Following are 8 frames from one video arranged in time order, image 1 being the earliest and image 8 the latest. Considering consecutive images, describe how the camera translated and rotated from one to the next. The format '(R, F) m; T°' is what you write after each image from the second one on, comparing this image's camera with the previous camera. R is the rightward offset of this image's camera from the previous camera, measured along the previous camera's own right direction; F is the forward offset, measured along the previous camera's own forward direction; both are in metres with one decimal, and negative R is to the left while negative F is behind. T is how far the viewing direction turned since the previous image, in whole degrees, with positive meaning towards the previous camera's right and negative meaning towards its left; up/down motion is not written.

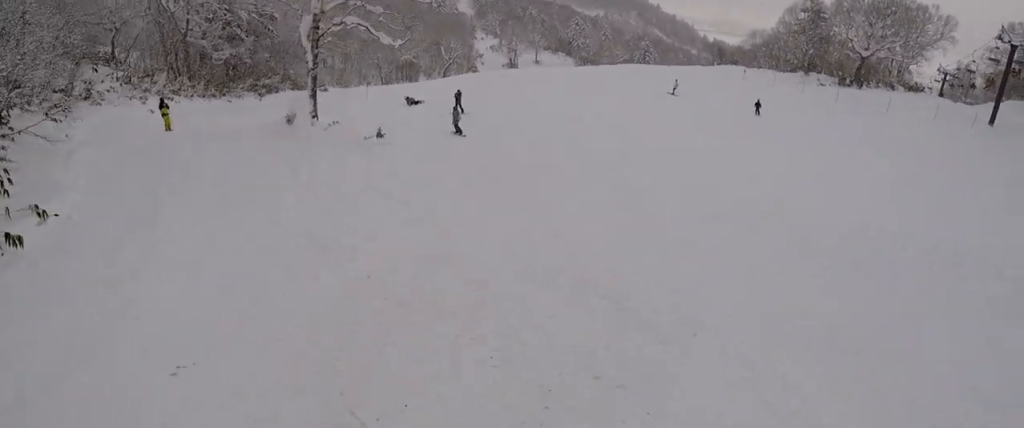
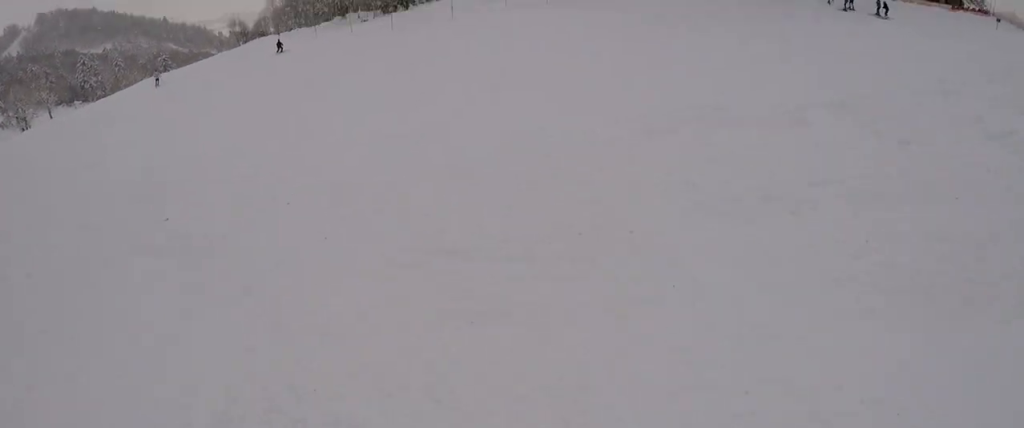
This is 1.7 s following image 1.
(+0.5, +11.8) m; +11°
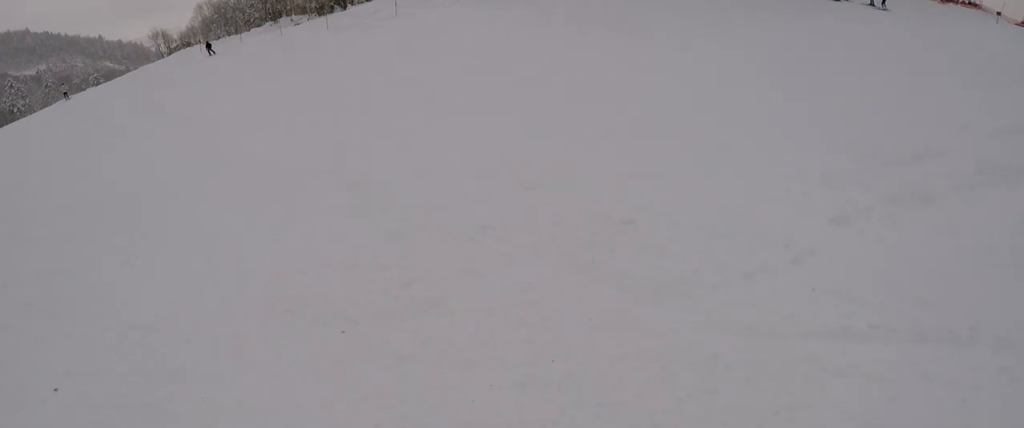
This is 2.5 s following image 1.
(+0.8, +6.3) m; +1°
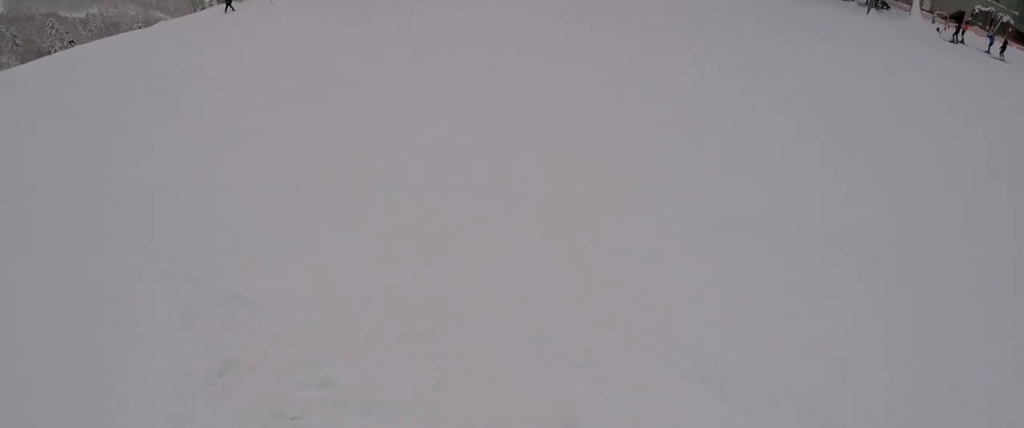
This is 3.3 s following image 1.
(+0.1, +5.9) m; -4°
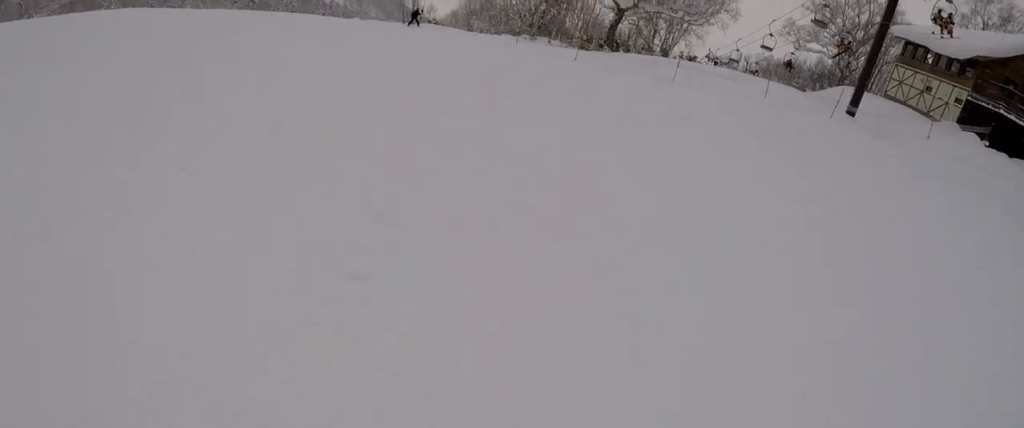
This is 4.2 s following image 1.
(-1.0, +8.1) m; -12°
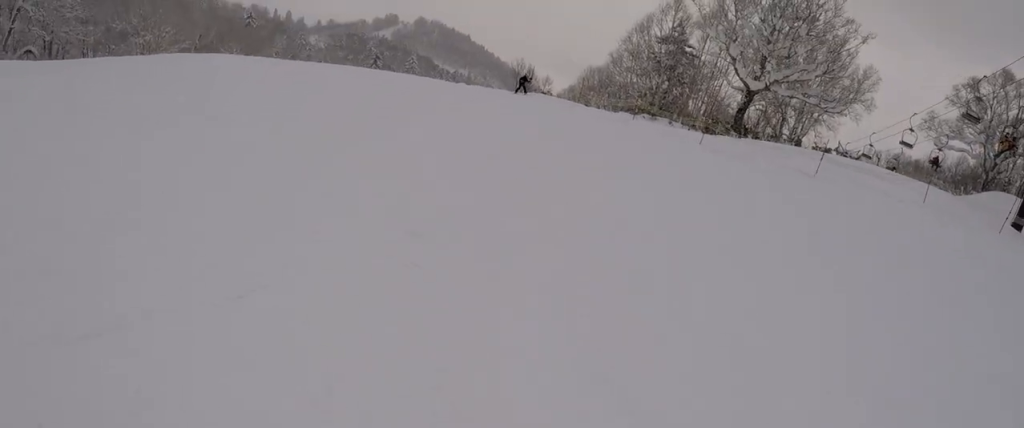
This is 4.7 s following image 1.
(+0.2, +4.4) m; -9°
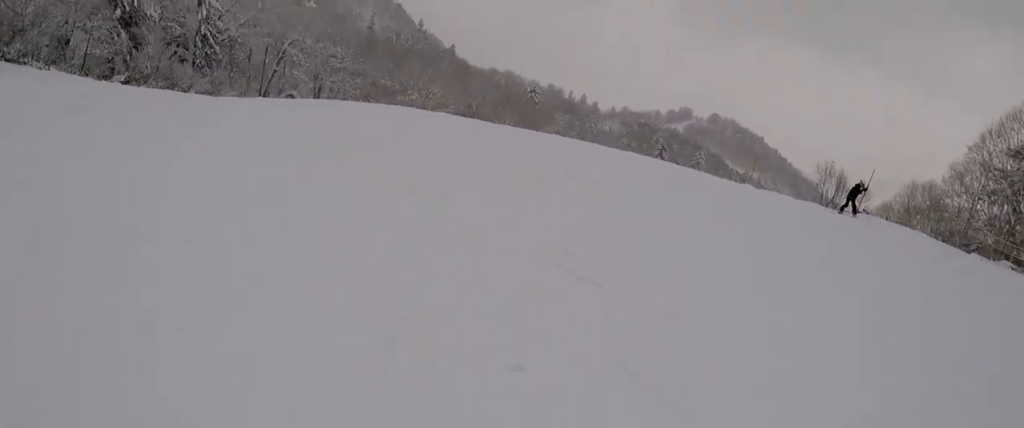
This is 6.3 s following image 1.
(-4.2, +12.7) m; -37°
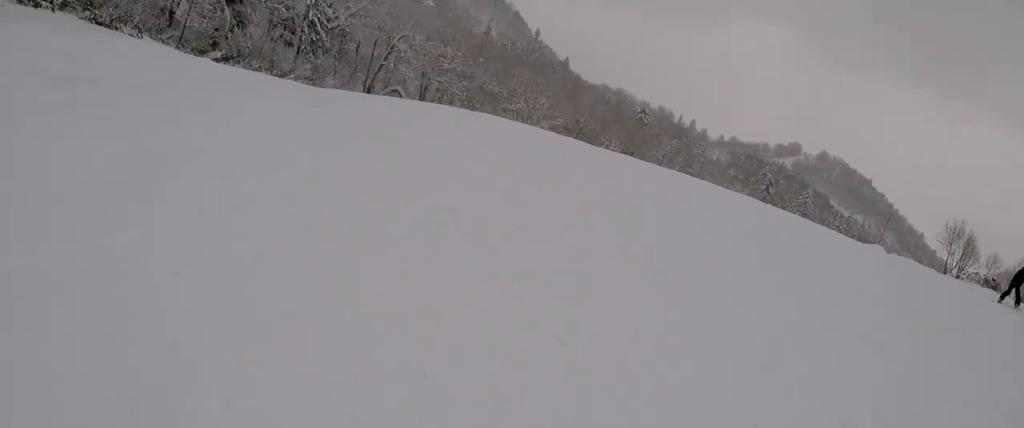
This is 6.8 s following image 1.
(0.0, +3.7) m; -11°
